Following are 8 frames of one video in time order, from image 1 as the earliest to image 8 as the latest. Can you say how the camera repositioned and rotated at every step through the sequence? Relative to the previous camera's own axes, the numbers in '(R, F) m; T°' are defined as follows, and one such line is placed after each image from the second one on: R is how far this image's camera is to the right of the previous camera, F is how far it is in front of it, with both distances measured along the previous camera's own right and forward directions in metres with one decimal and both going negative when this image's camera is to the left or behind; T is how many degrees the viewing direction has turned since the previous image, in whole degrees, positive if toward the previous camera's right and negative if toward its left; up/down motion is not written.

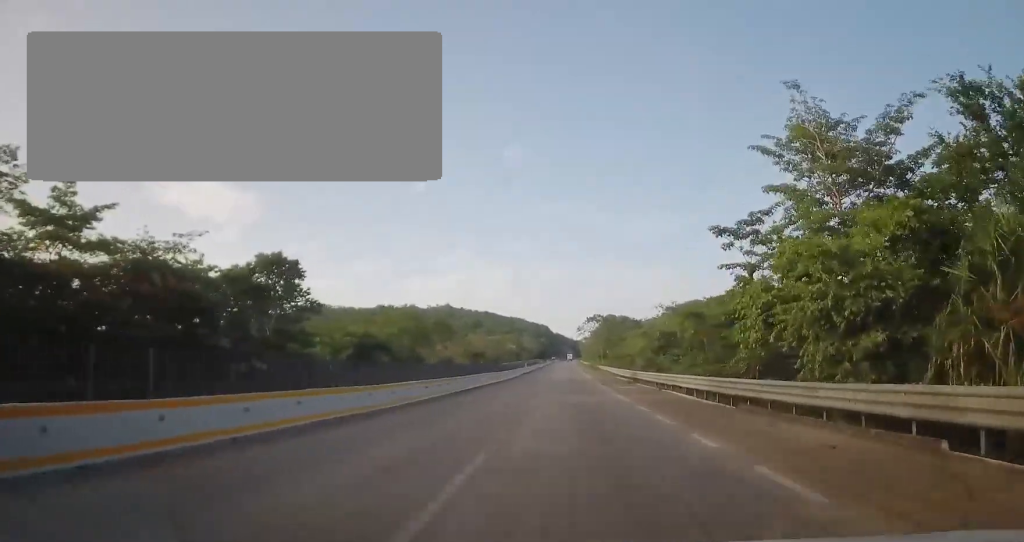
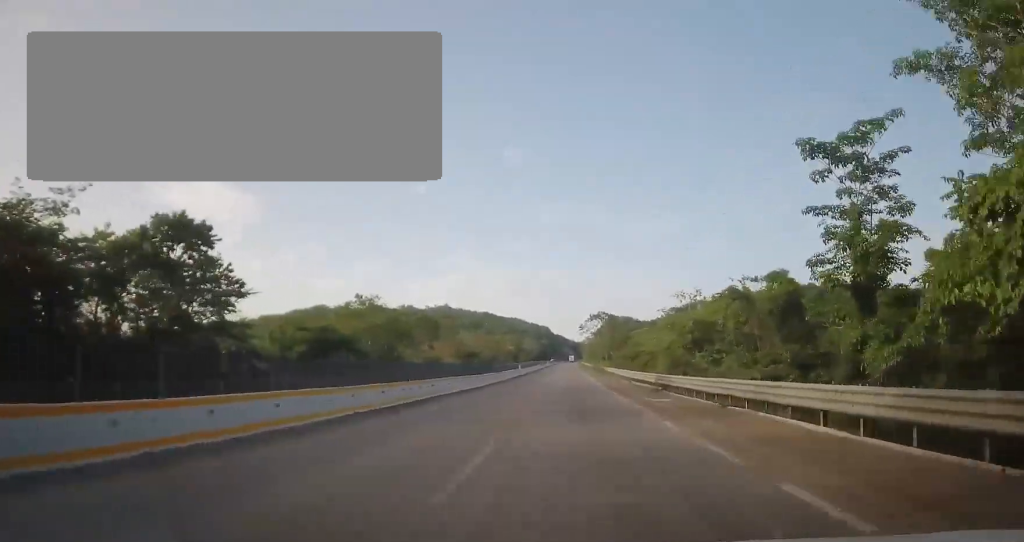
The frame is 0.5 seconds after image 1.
(0.0, +13.6) m; 0°
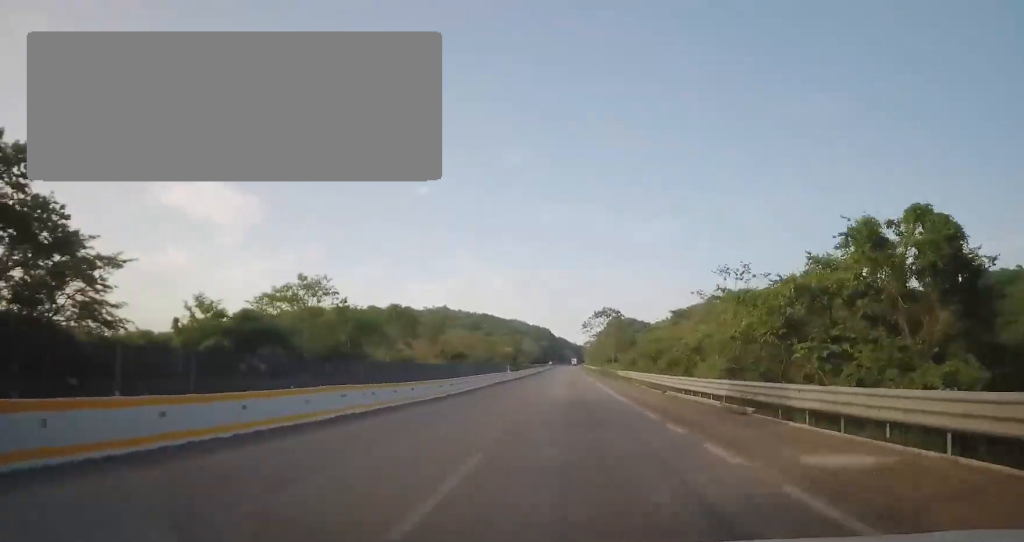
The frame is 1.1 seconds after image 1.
(0.0, +16.4) m; 0°
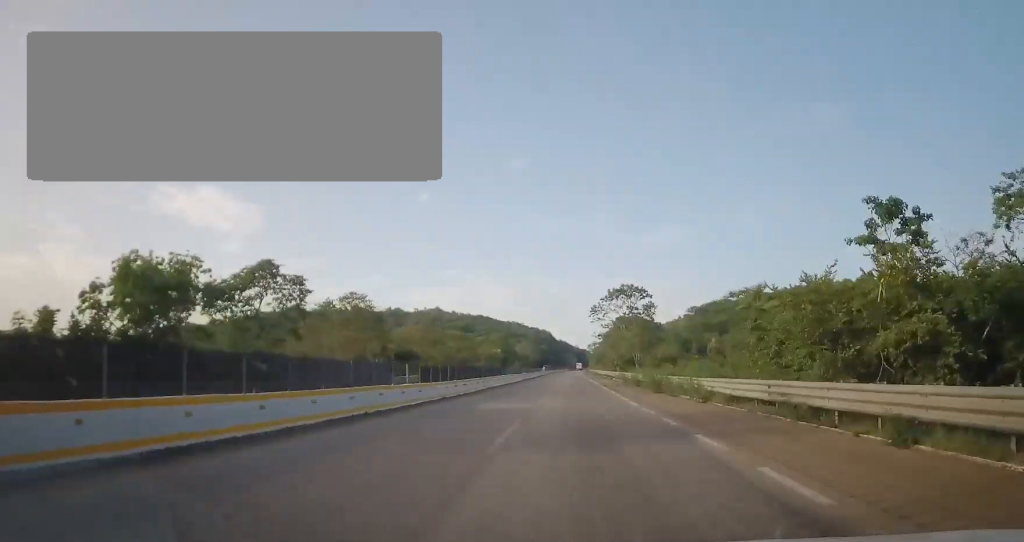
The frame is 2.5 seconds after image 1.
(+0.3, +39.8) m; +1°
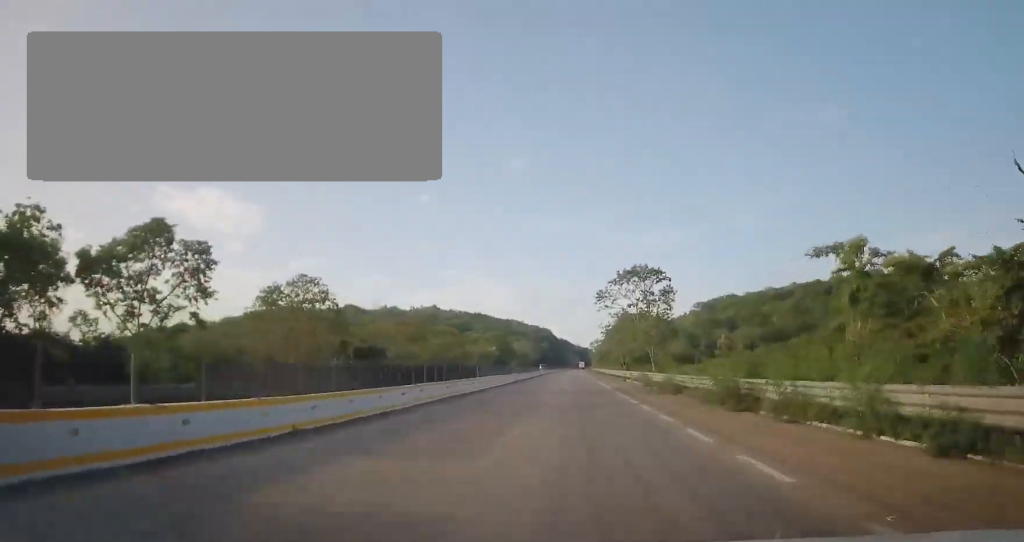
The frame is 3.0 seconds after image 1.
(0.0, +15.3) m; 0°
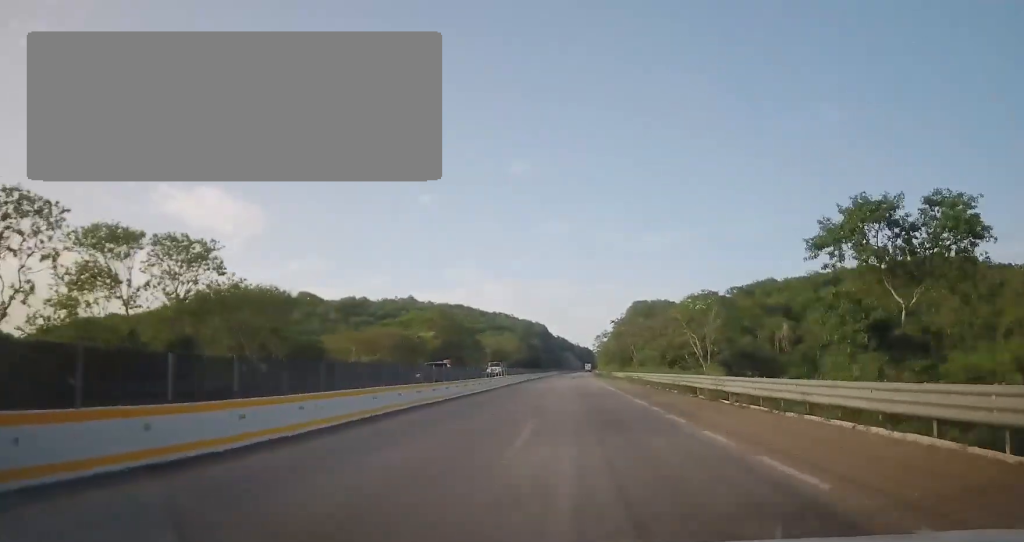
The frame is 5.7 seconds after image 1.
(-2.2, +73.7) m; -1°
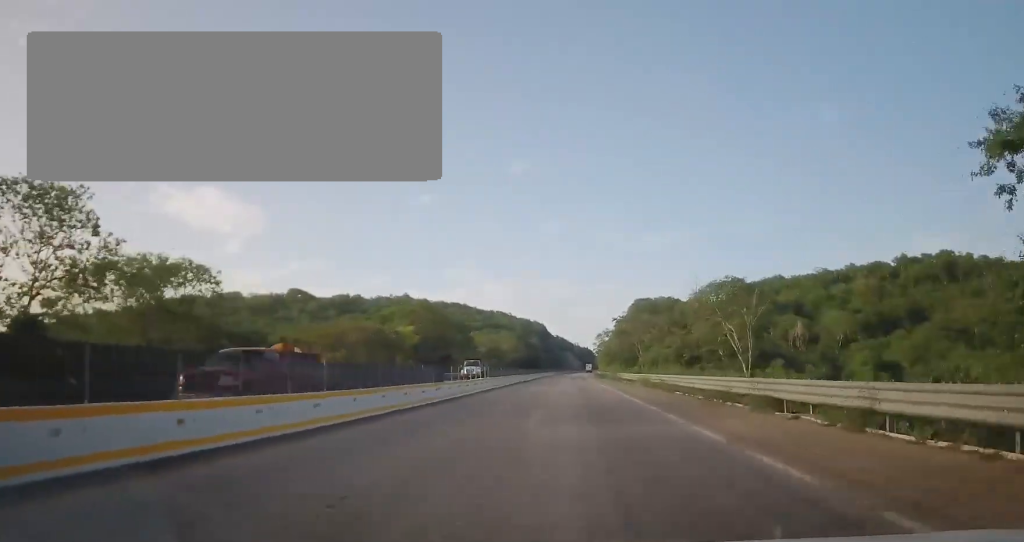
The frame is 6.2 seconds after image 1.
(+0.2, +11.5) m; +1°
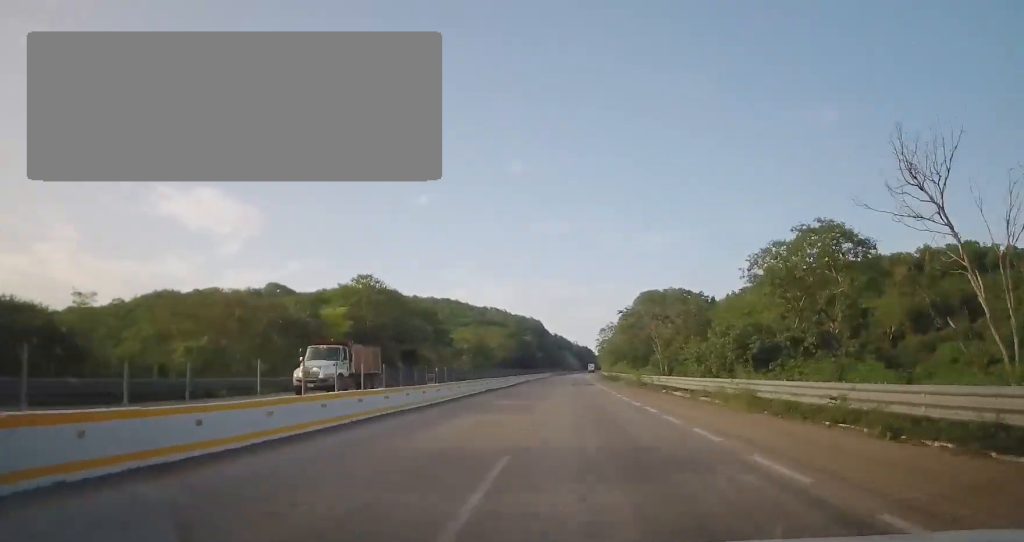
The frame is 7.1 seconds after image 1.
(+0.3, +24.4) m; +1°
